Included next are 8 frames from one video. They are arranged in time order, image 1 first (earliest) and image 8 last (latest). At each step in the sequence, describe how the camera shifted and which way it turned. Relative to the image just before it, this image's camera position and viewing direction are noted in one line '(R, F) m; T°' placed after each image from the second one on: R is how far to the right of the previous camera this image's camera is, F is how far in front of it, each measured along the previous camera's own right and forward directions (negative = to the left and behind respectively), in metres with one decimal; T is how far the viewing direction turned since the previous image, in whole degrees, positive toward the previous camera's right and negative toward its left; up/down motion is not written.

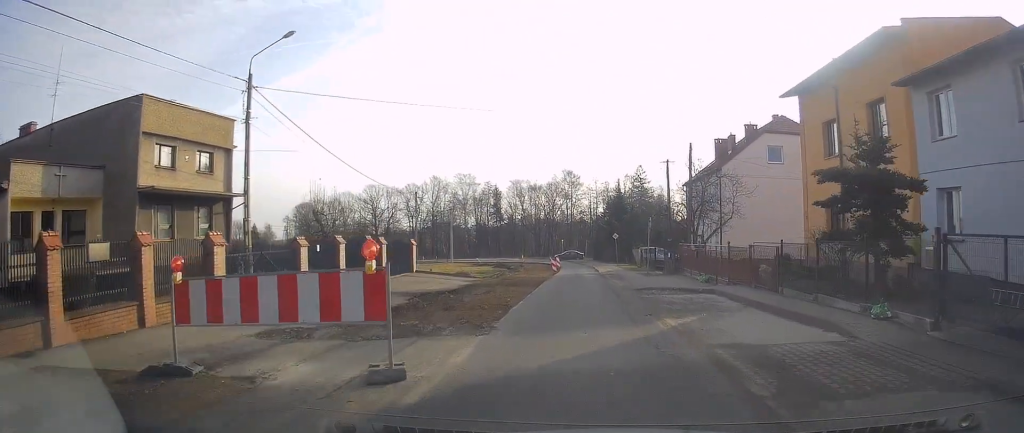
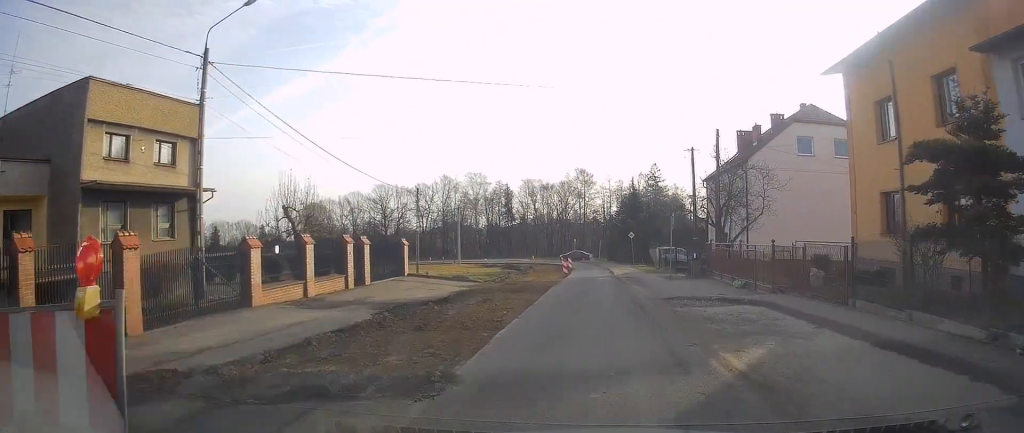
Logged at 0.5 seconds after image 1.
(+0.1, +4.0) m; -1°
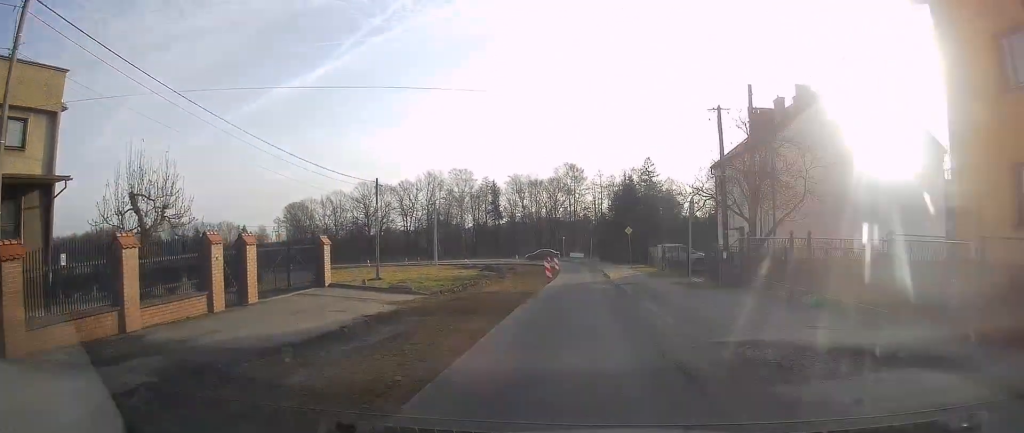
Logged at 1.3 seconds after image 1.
(+0.1, +7.7) m; -2°
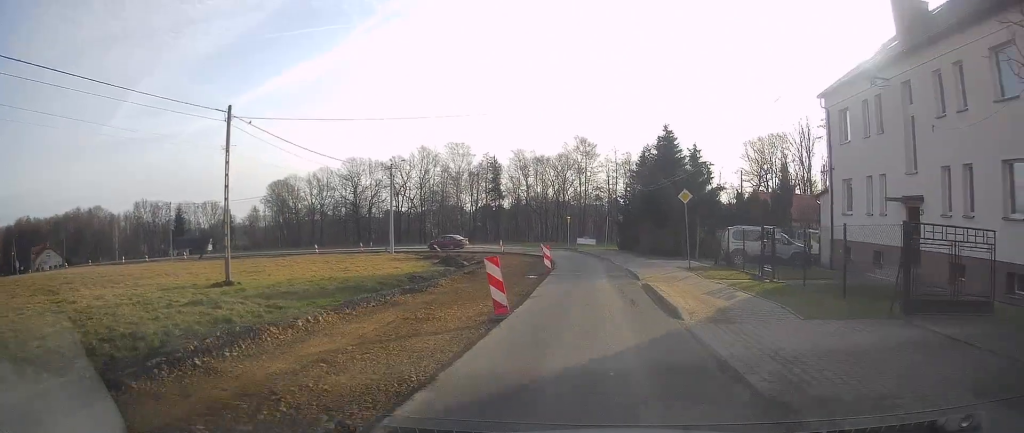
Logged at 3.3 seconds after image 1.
(-1.1, +22.6) m; -2°
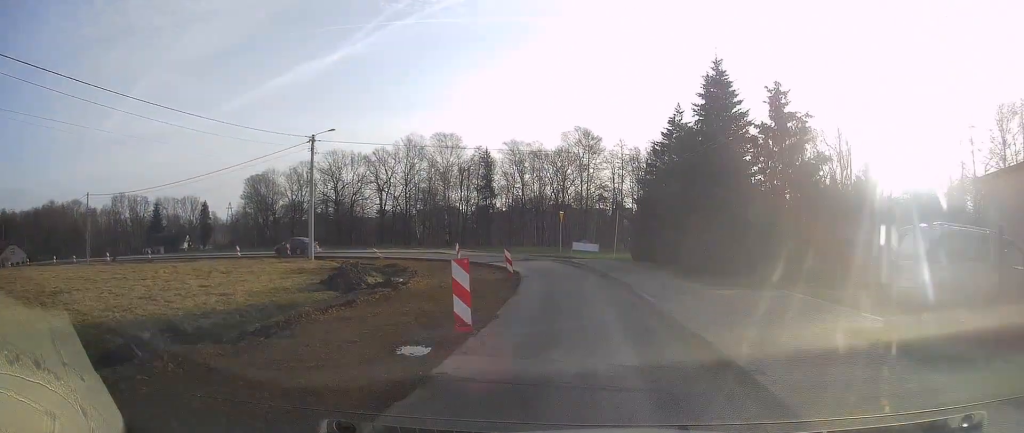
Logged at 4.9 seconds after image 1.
(-0.1, +19.7) m; -3°
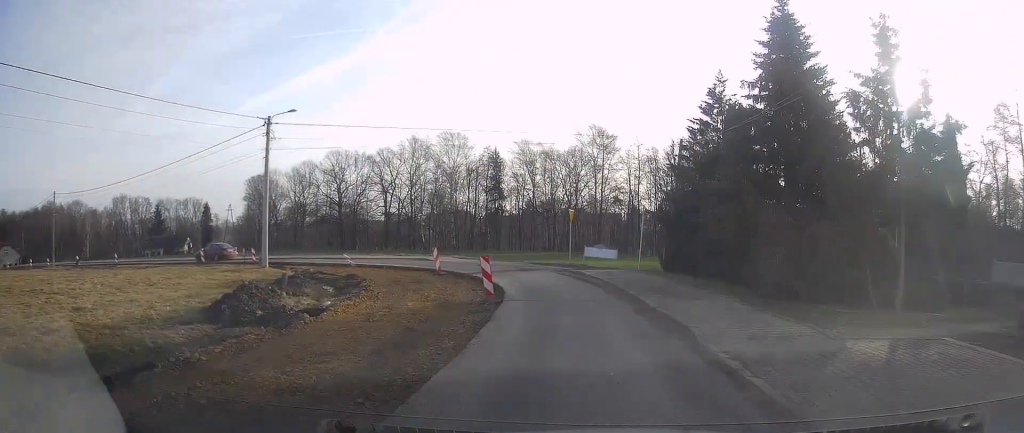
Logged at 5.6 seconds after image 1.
(-0.3, +9.4) m; -4°
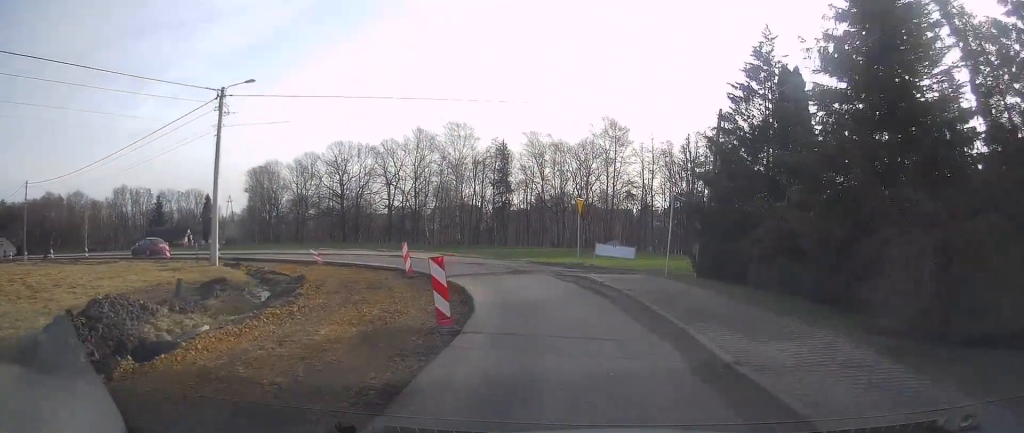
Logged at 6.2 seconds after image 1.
(-0.1, +7.3) m; -4°
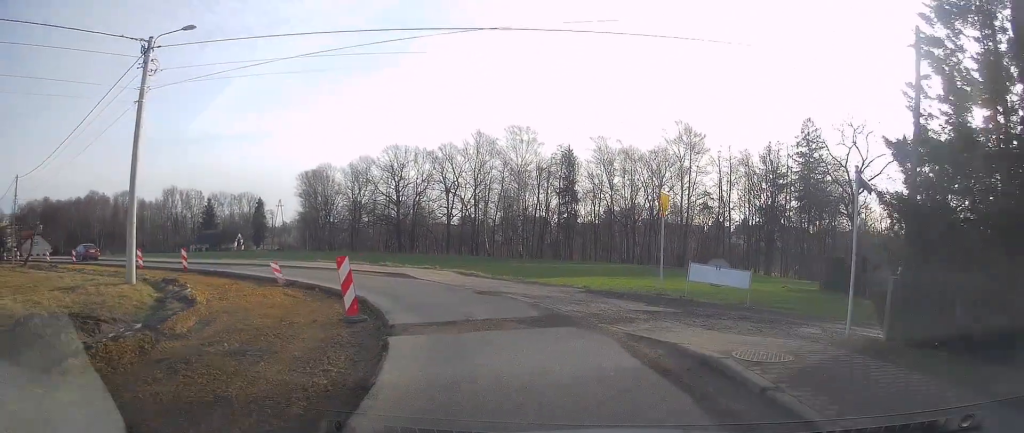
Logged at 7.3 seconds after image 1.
(-1.0, +13.7) m; -12°
